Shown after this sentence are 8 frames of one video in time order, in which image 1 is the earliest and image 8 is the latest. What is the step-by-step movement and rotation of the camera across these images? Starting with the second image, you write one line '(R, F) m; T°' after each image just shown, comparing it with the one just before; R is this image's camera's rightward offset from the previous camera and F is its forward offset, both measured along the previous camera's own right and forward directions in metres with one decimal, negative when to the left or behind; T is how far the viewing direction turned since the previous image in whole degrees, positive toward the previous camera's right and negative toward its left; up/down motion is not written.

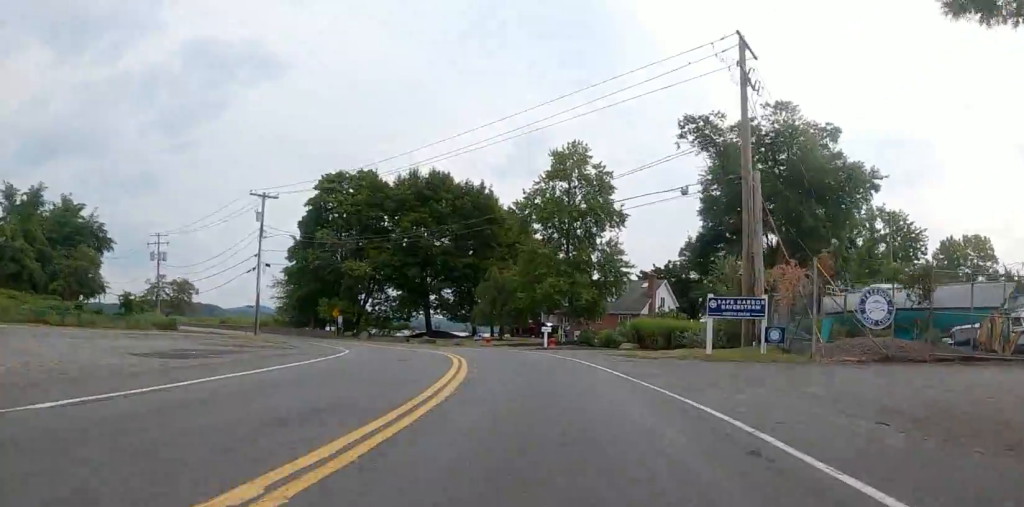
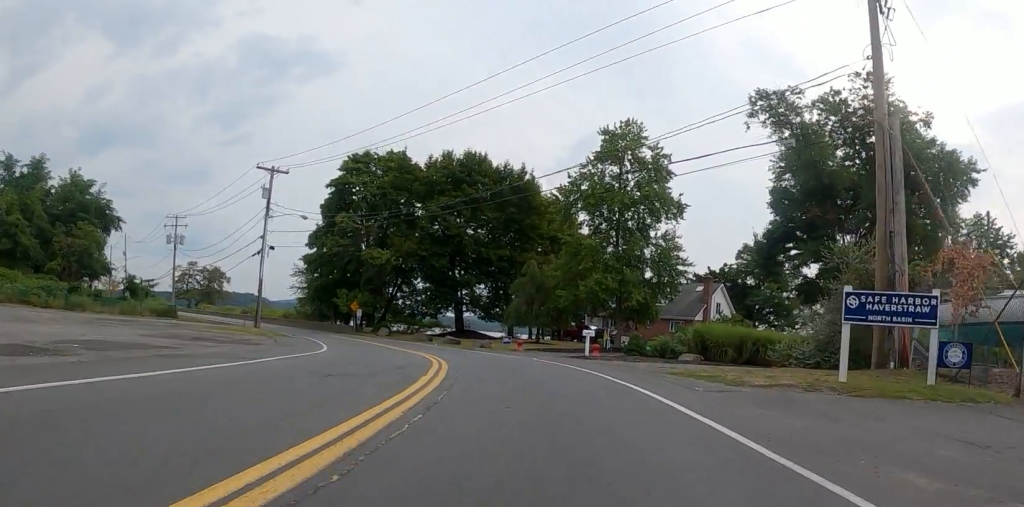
(-0.6, +7.0) m; -4°
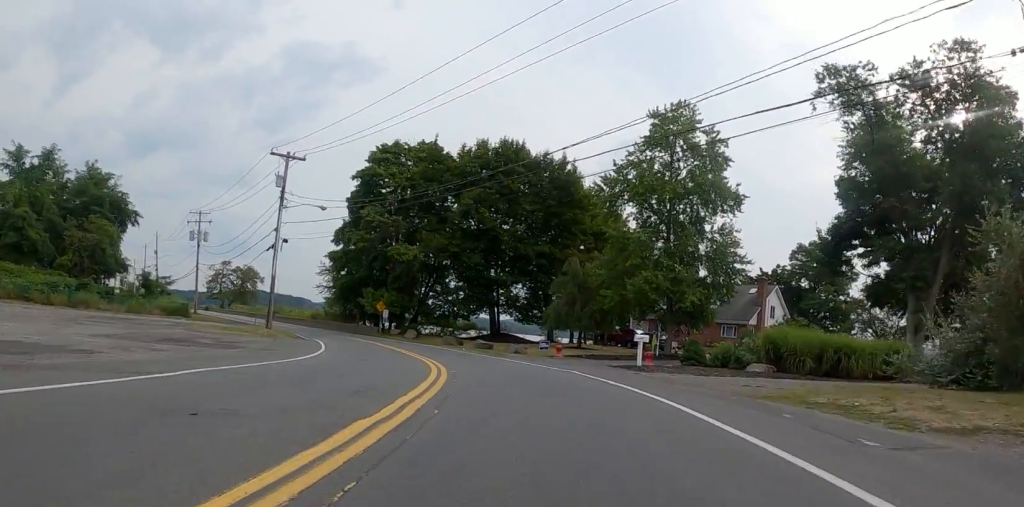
(+0.2, +4.8) m; 0°
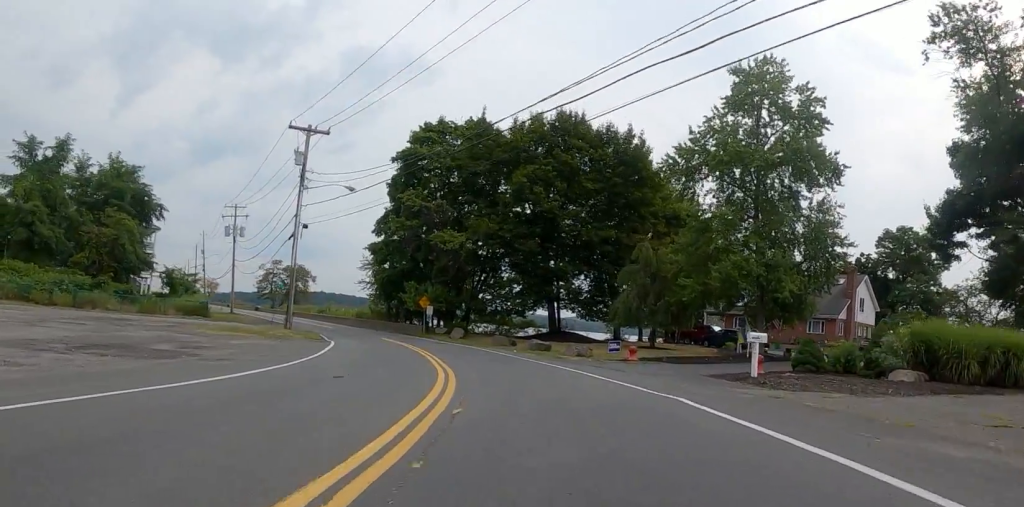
(-0.3, +6.6) m; -13°
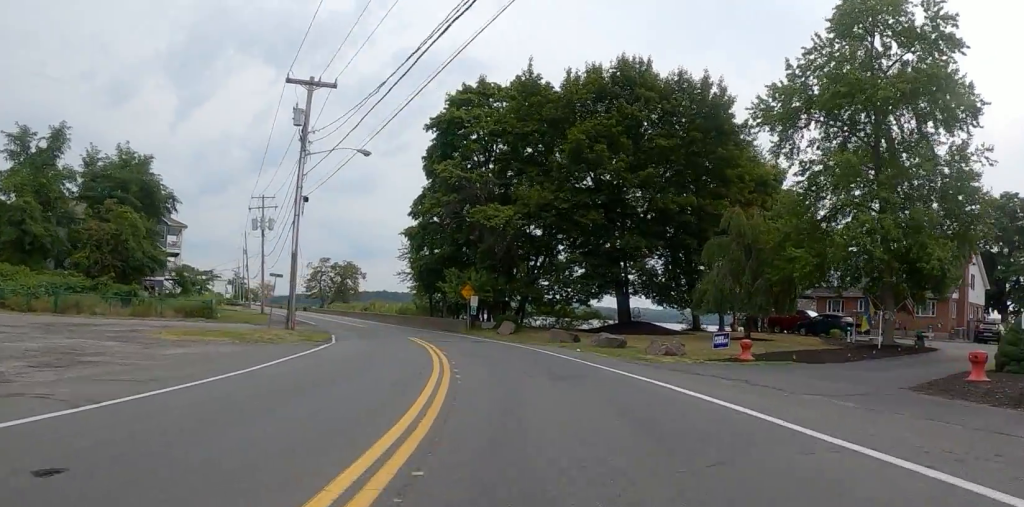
(-1.6, +7.5) m; -4°
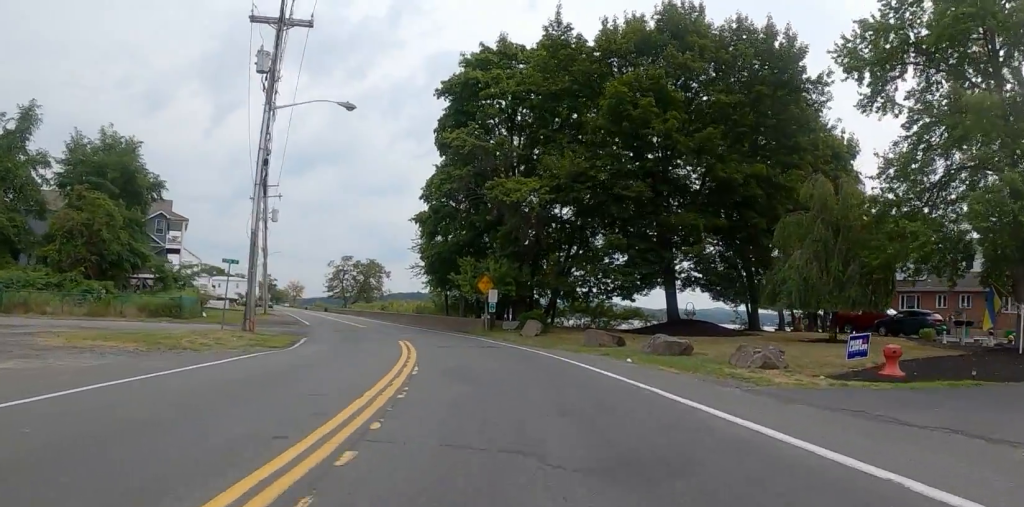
(+0.7, +6.6) m; +3°
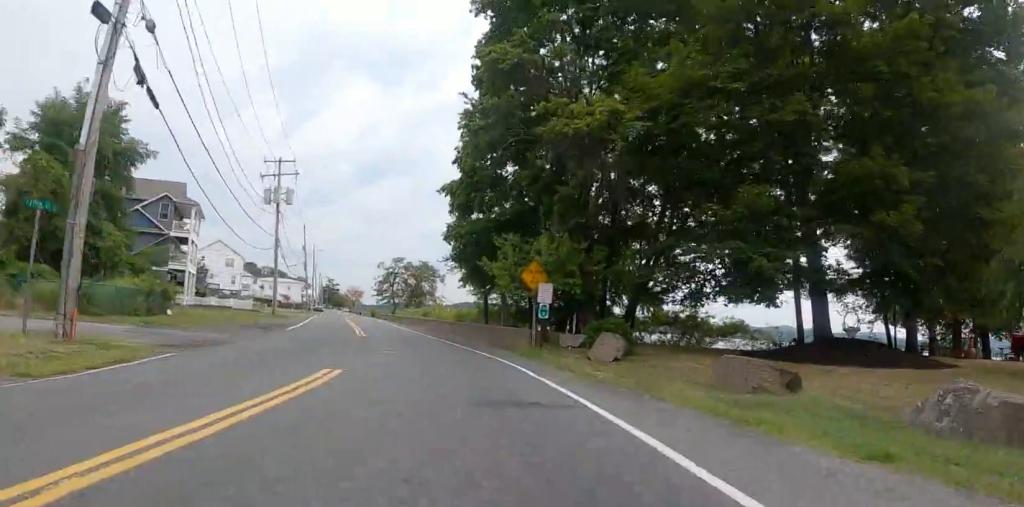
(-0.4, +11.4) m; -12°
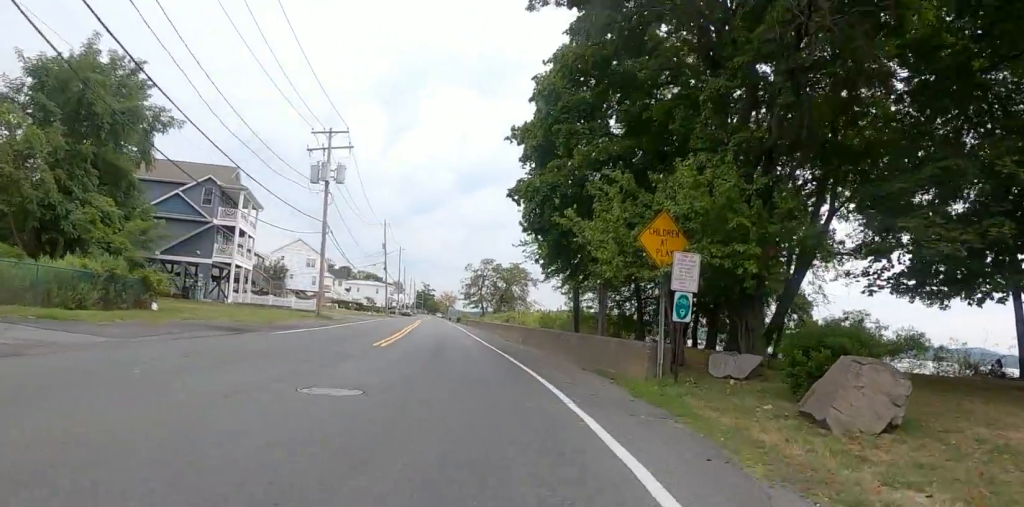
(-1.2, +9.2) m; -14°
